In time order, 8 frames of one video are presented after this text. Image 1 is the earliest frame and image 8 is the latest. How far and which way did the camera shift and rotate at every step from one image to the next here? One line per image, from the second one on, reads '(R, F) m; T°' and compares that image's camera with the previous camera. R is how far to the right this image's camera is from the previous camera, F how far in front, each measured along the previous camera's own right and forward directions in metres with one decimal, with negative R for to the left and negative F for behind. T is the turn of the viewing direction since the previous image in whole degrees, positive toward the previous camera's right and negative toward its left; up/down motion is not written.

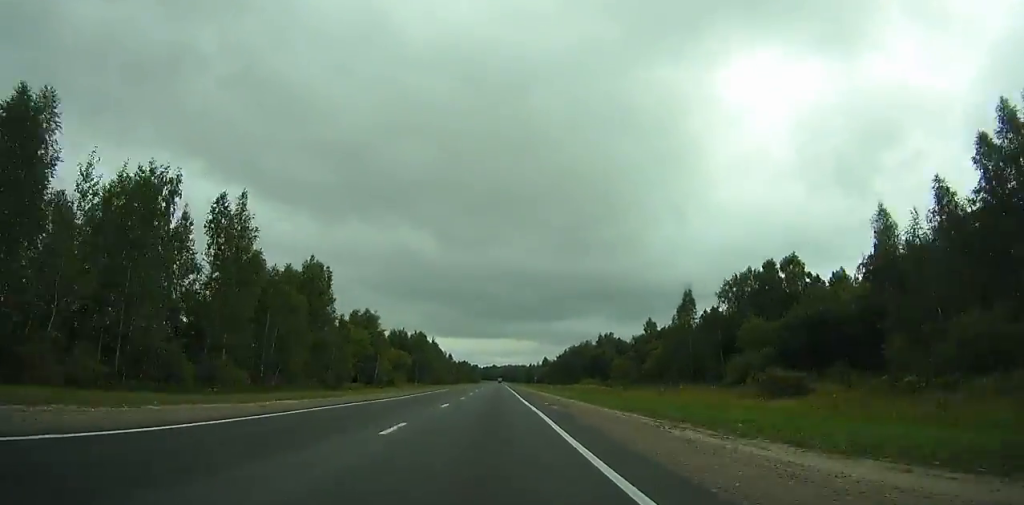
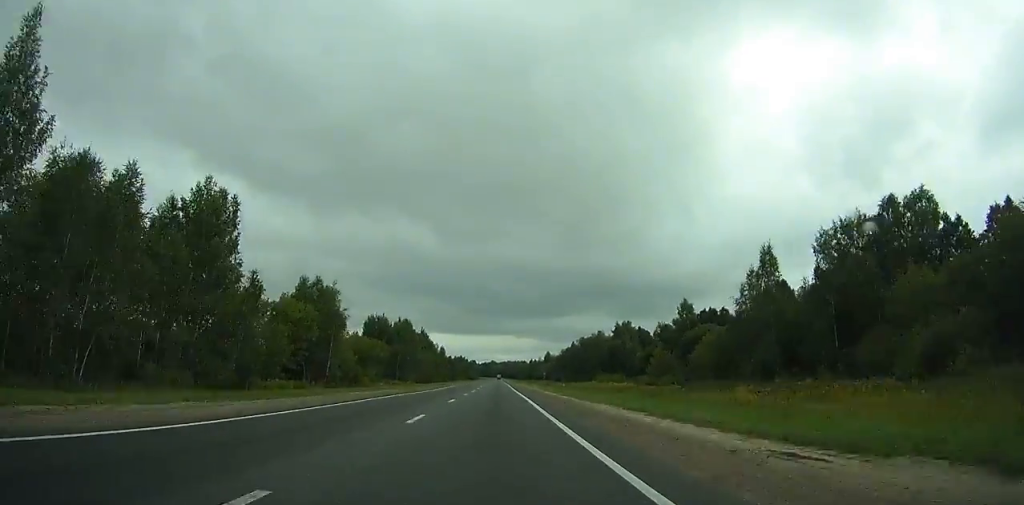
(+0.1, +33.4) m; 0°
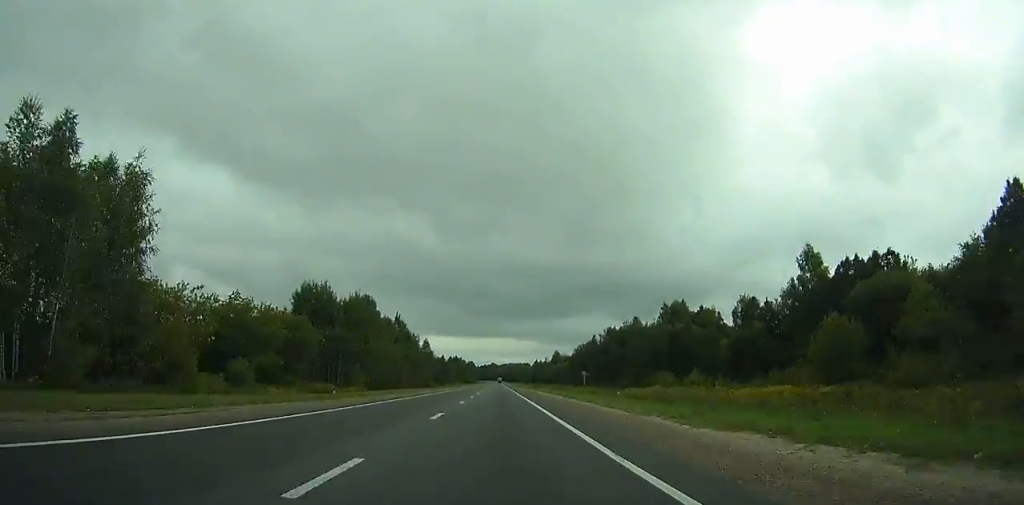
(-0.1, +56.9) m; 0°
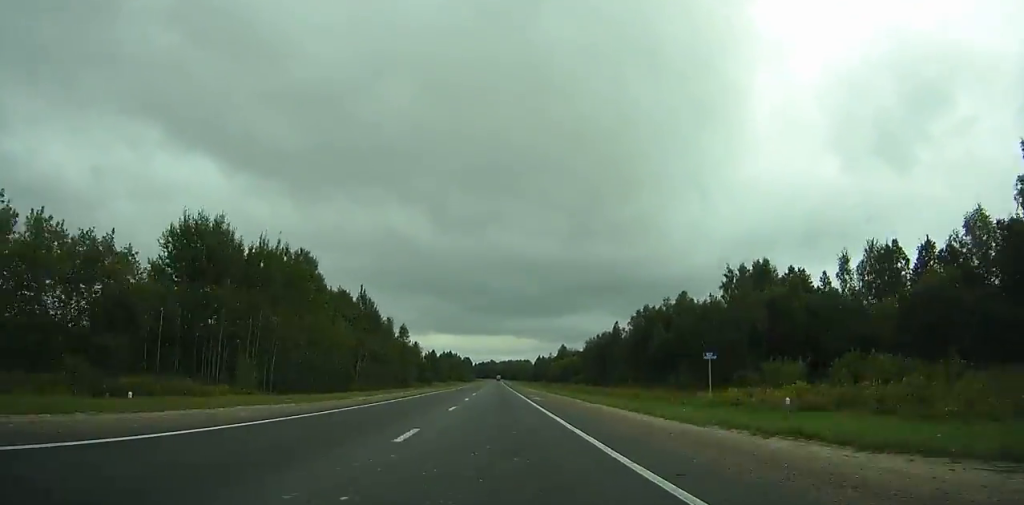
(-0.2, +41.5) m; 0°
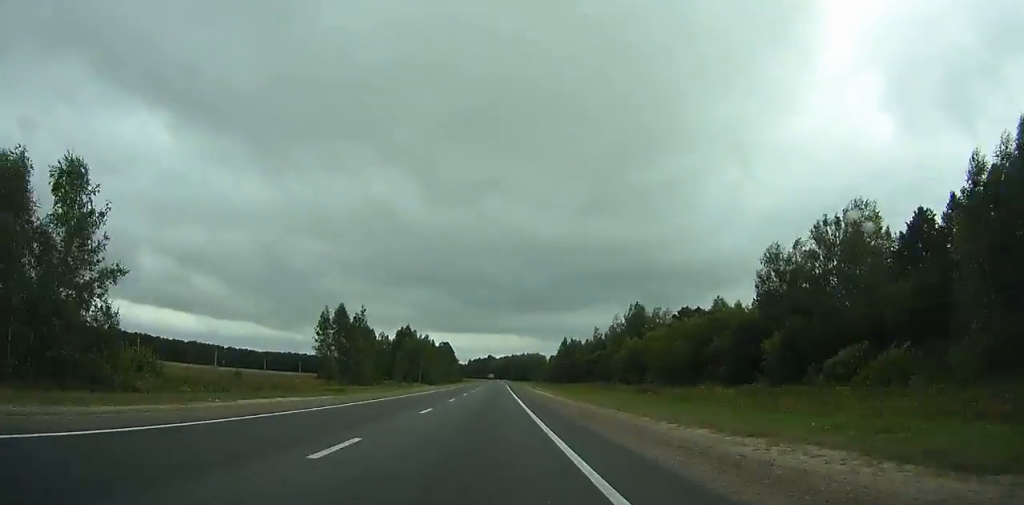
(+0.6, +172.6) m; 0°
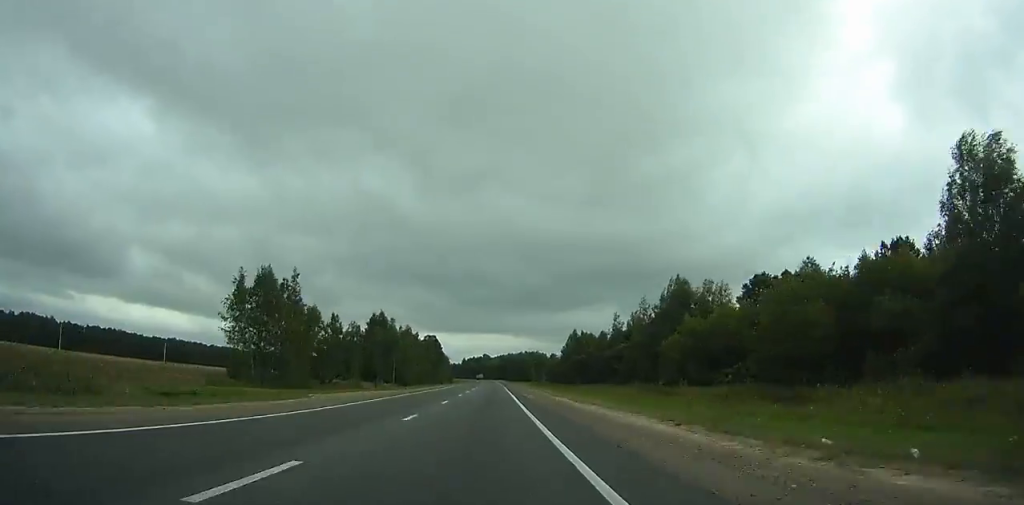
(-0.1, +39.4) m; 0°
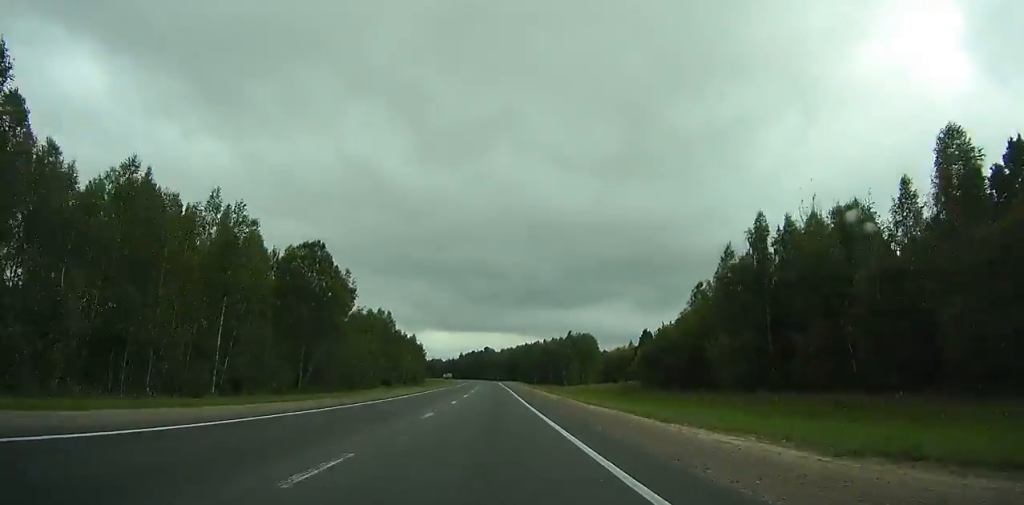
(-0.4, +142.2) m; 0°
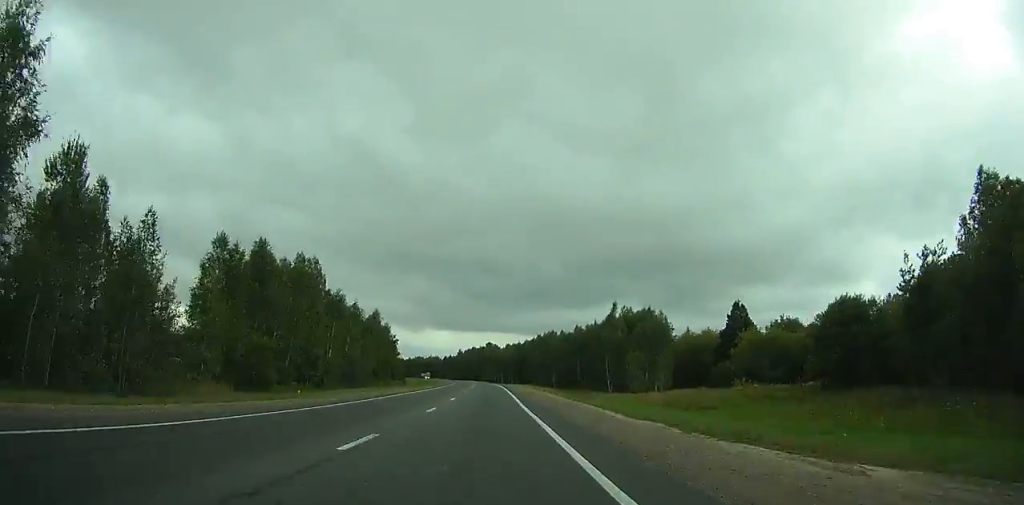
(-0.1, +68.4) m; 0°
